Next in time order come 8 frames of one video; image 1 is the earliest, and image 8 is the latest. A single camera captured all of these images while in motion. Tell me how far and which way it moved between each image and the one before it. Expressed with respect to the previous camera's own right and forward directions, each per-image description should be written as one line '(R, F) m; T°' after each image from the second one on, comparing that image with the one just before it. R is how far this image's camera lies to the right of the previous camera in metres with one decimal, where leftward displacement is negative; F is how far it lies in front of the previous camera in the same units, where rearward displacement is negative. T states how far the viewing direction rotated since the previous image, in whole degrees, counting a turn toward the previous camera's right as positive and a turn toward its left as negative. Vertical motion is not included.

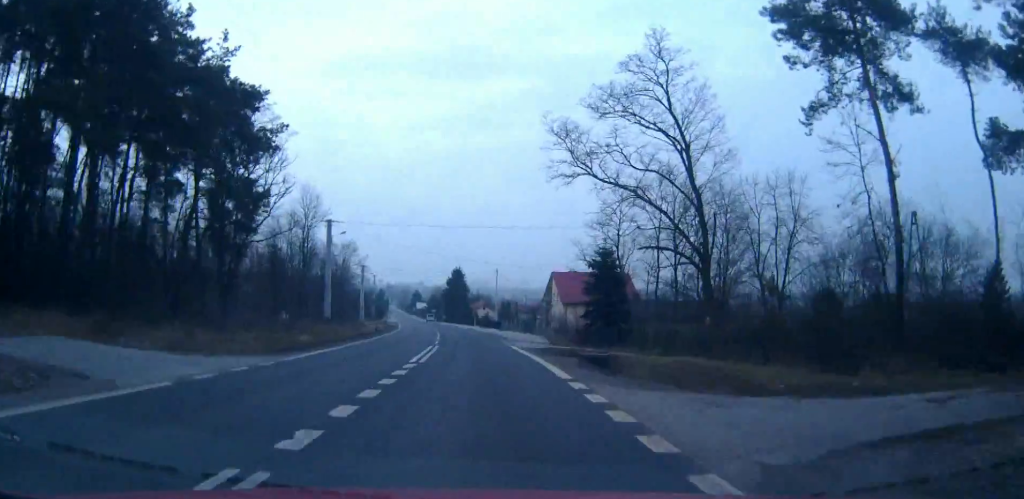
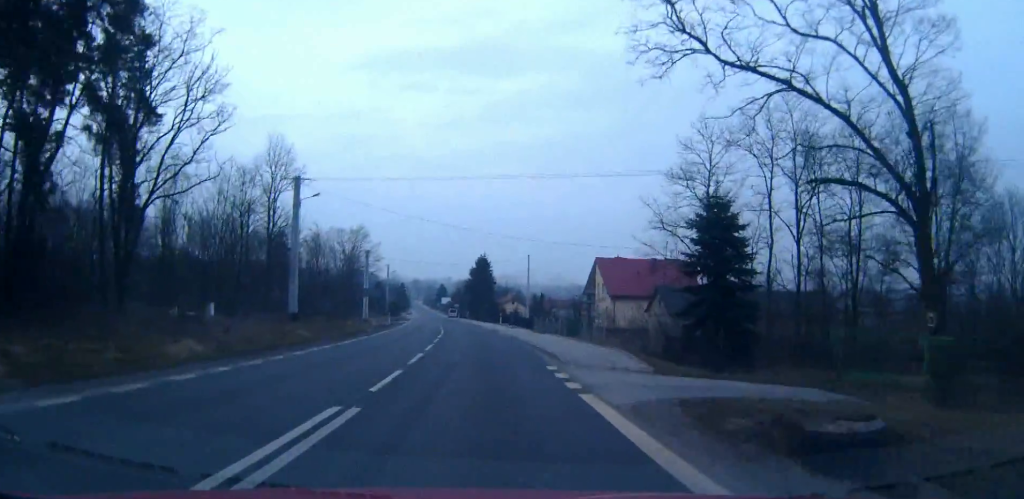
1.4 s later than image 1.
(-0.4, +20.4) m; -2°
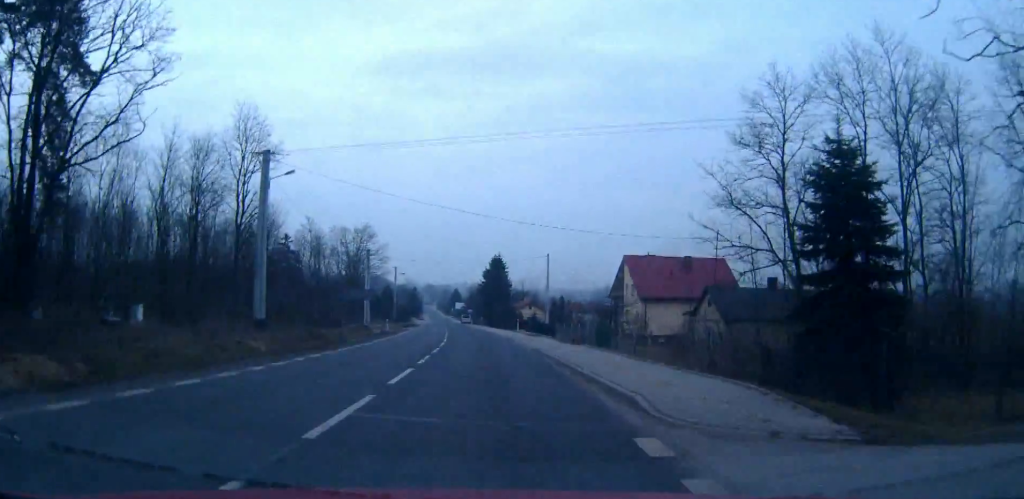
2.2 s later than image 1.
(-0.1, +10.1) m; -1°
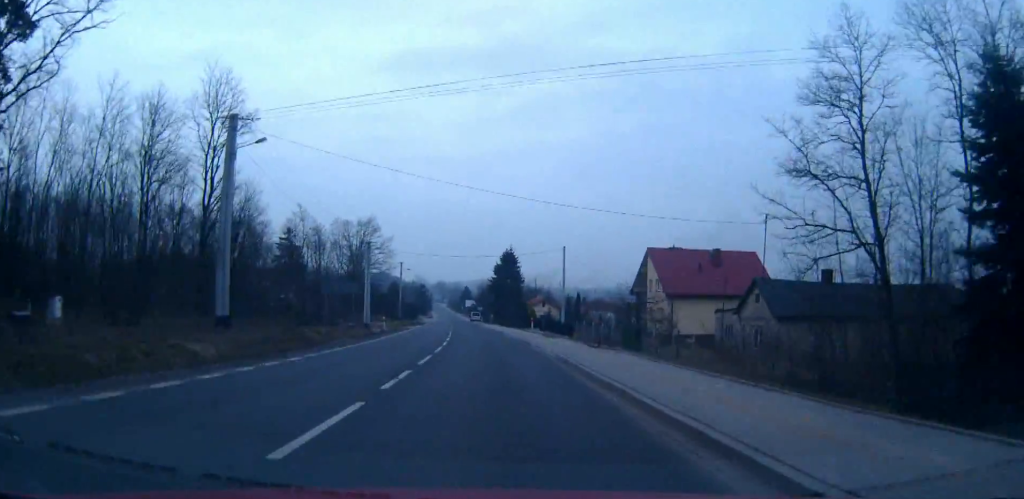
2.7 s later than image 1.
(-0.1, +7.2) m; -1°
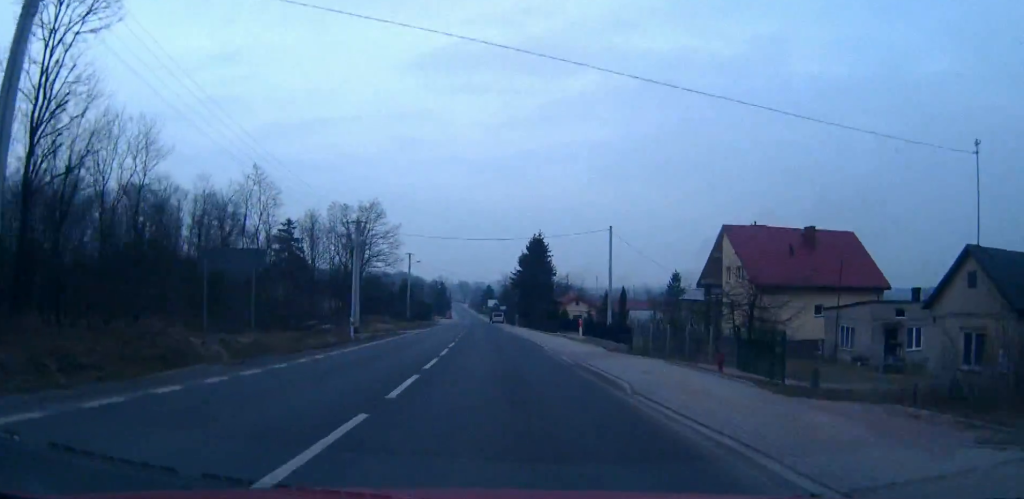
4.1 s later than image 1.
(-0.3, +18.8) m; -2°
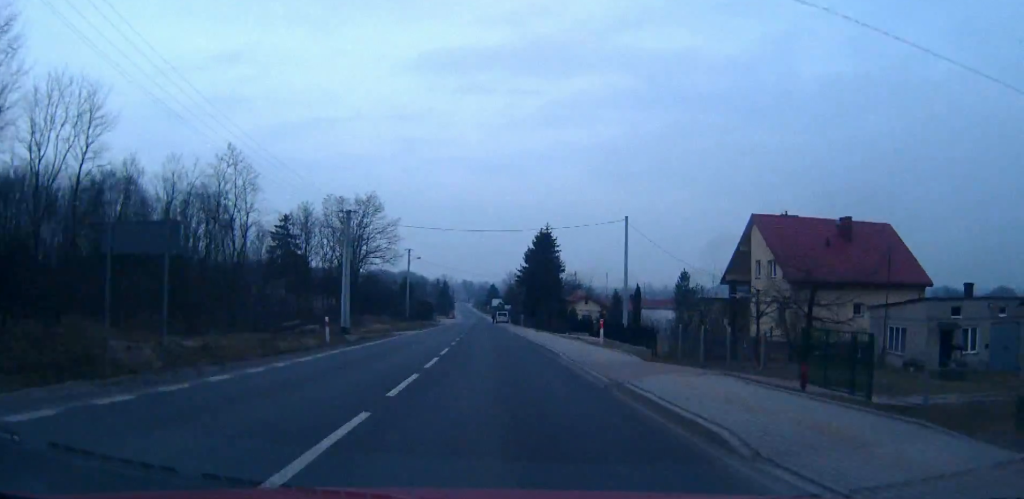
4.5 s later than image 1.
(0.0, +5.8) m; 0°
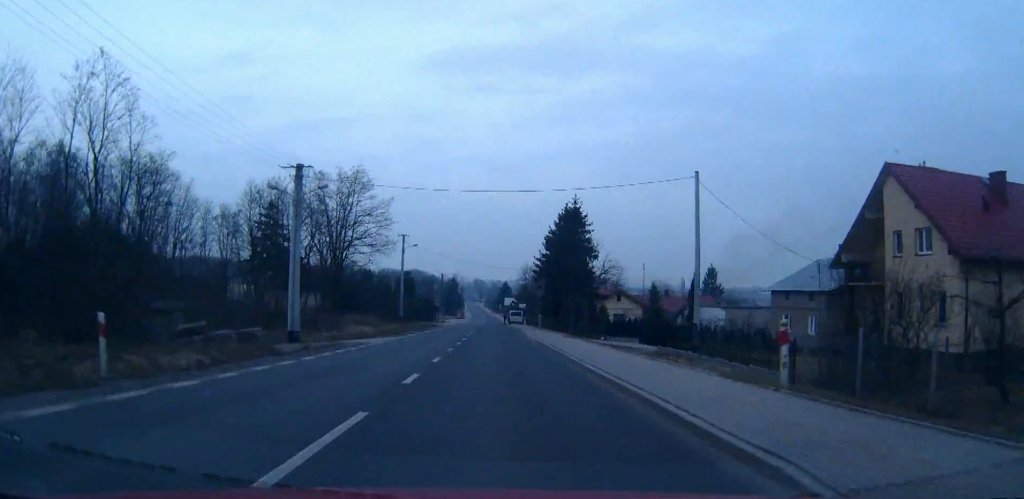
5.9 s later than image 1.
(-0.2, +17.8) m; -1°
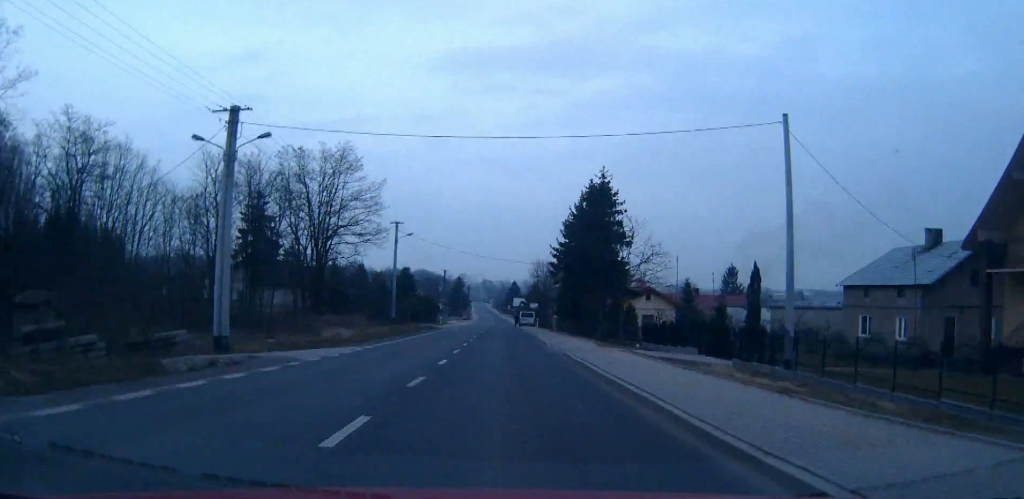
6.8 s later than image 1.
(-0.1, +12.0) m; -1°
